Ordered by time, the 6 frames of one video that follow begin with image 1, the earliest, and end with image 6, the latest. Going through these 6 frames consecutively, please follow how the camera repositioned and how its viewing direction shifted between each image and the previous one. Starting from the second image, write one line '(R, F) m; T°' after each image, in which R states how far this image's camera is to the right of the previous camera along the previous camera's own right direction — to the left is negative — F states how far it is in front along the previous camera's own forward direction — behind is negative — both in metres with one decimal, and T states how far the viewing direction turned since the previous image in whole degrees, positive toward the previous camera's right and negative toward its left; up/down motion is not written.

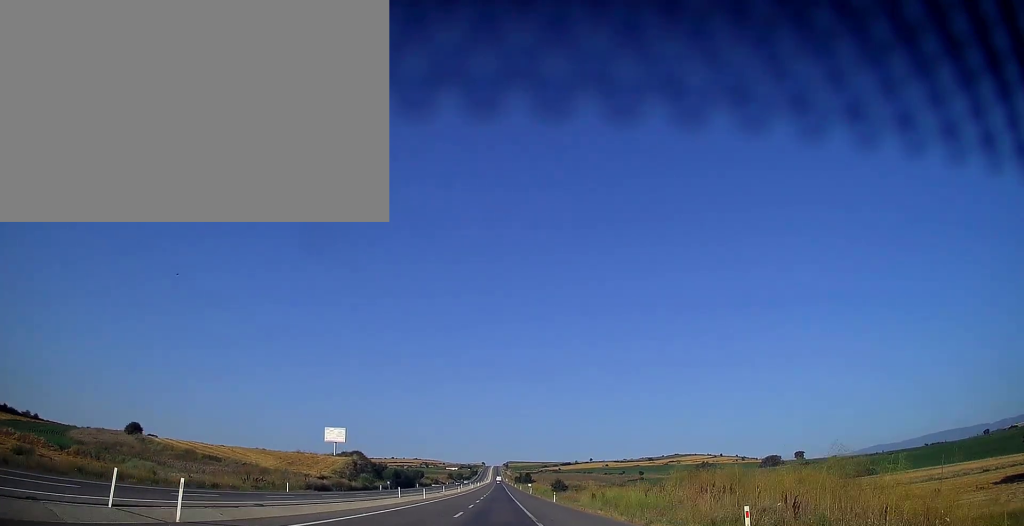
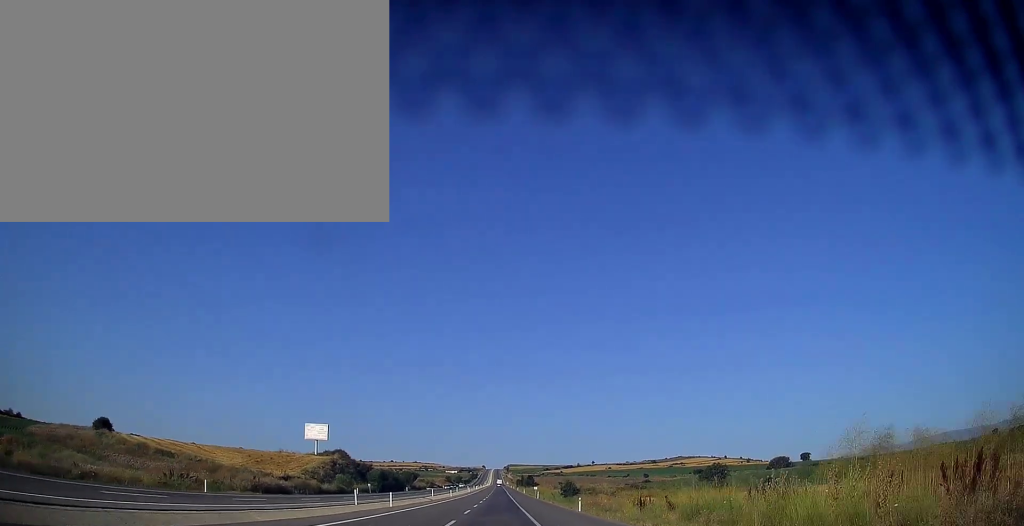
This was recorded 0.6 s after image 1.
(-0.1, +18.6) m; 0°
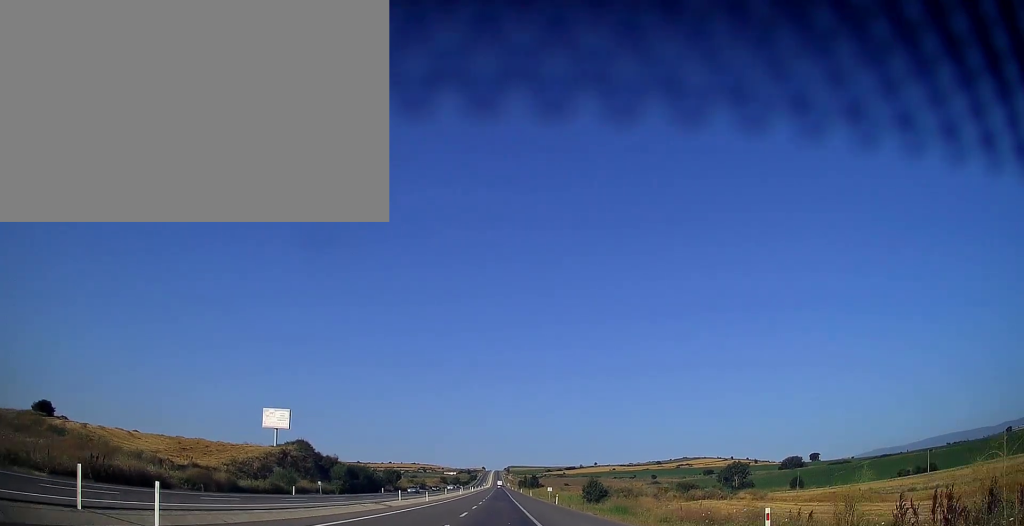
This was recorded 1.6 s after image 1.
(+0.1, +29.3) m; 0°
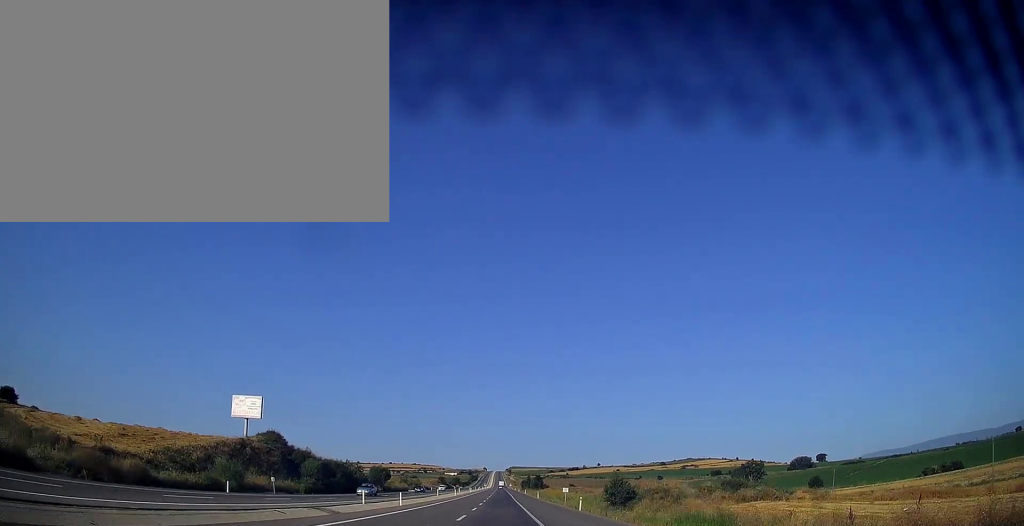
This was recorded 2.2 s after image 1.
(0.0, +15.6) m; 0°
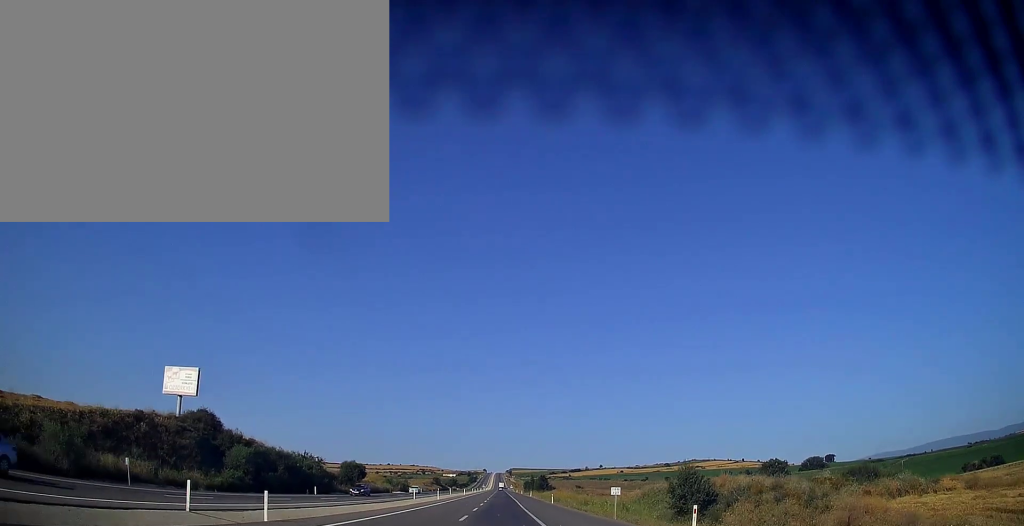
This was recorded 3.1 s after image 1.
(0.0, +26.4) m; 0°
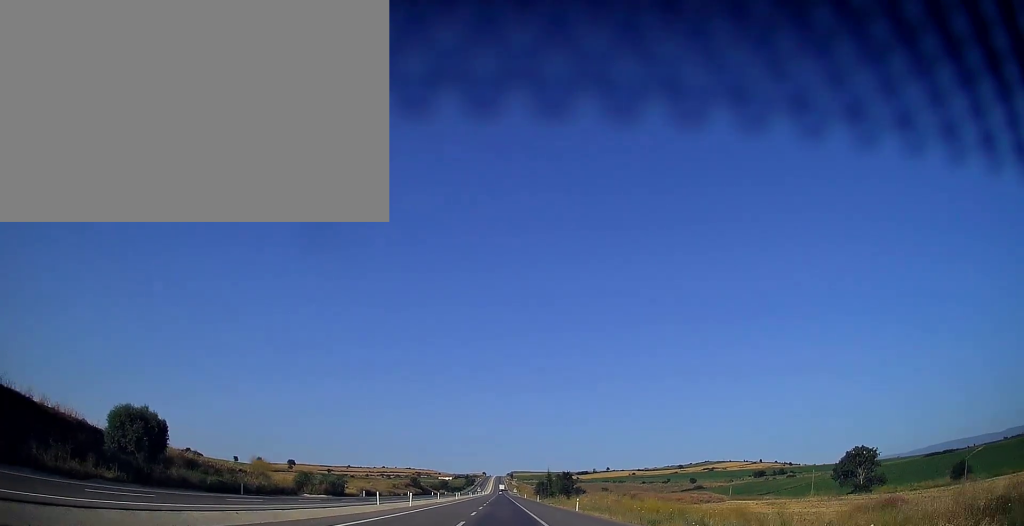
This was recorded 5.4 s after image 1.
(-0.1, +69.4) m; 0°
